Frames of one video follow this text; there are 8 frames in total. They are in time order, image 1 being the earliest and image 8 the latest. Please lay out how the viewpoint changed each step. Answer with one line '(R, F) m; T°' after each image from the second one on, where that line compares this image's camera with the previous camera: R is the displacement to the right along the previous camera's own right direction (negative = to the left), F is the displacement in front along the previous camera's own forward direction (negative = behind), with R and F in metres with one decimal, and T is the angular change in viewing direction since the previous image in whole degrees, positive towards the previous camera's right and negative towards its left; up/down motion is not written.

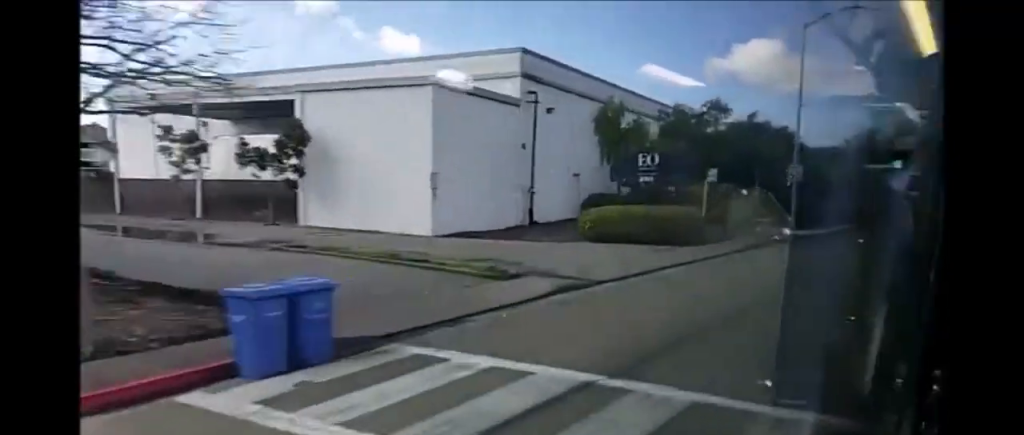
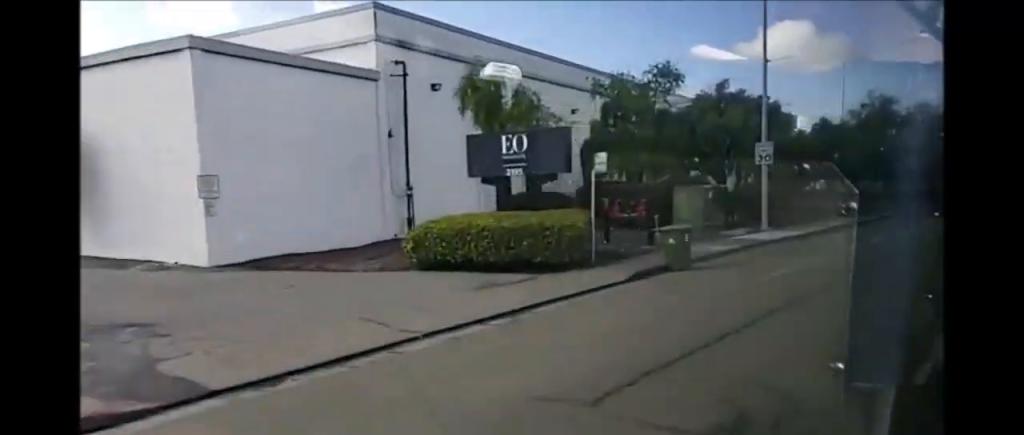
(+0.2, +10.0) m; +1°
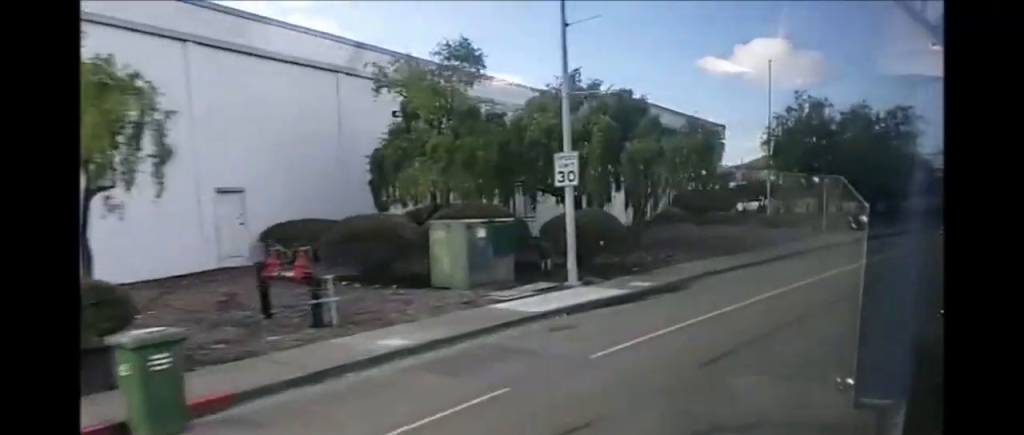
(0.0, +11.2) m; +1°
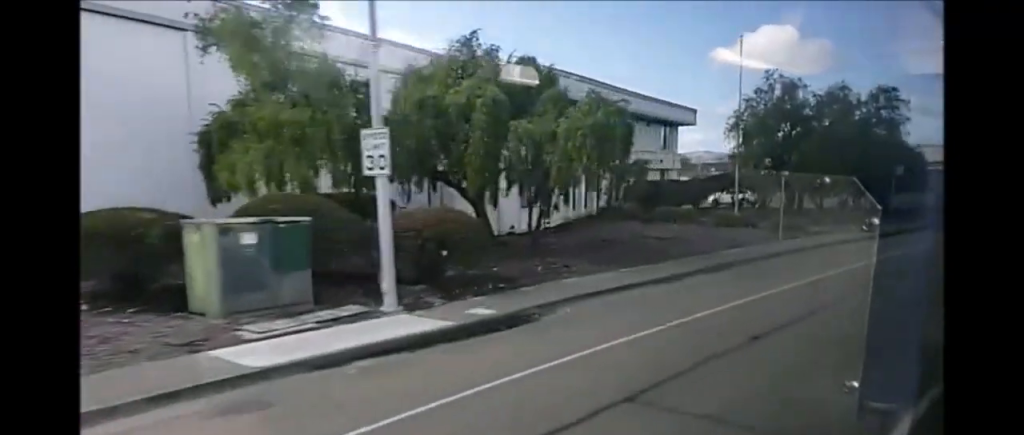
(-0.1, +5.6) m; +1°
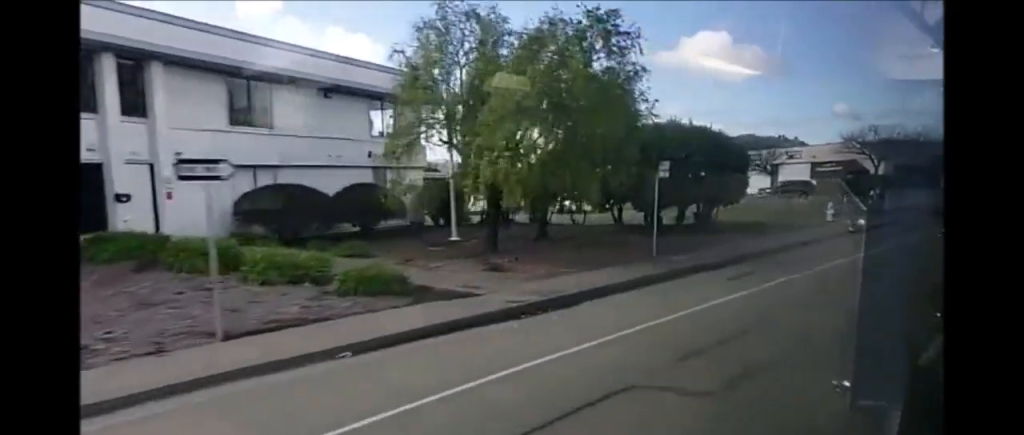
(+1.0, +19.2) m; +6°
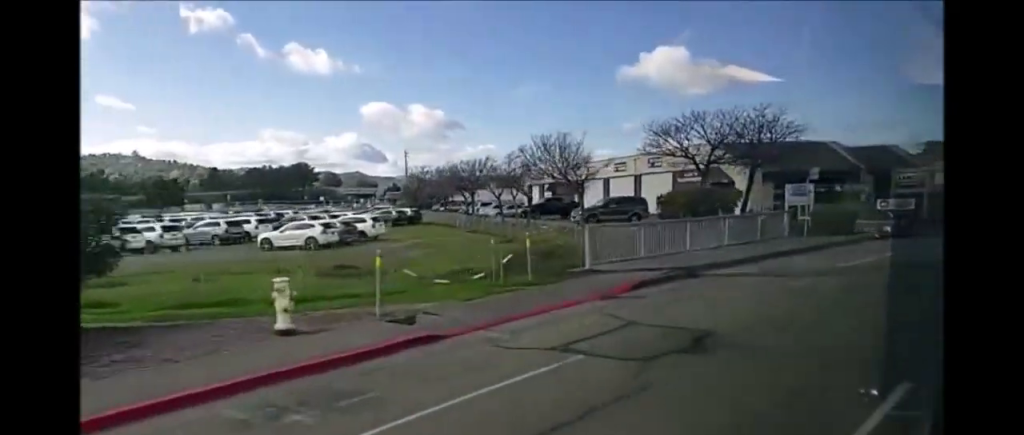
(+0.9, +26.4) m; +3°
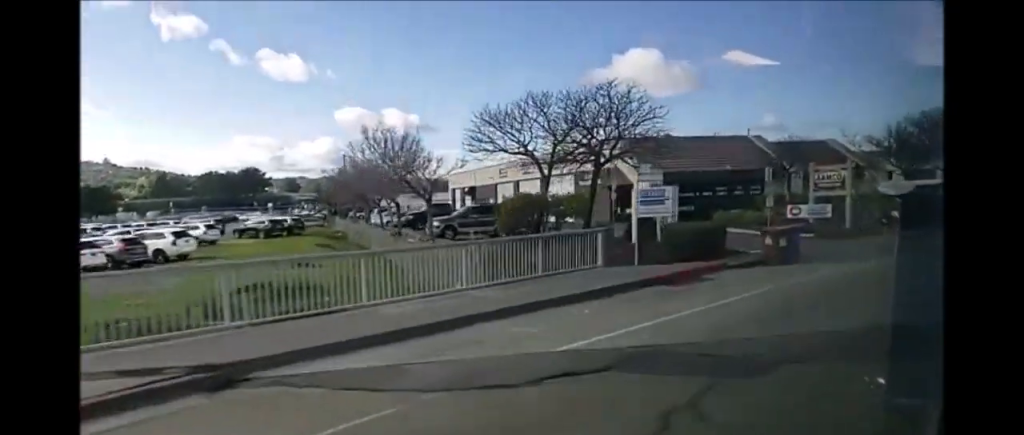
(0.0, +10.8) m; 0°
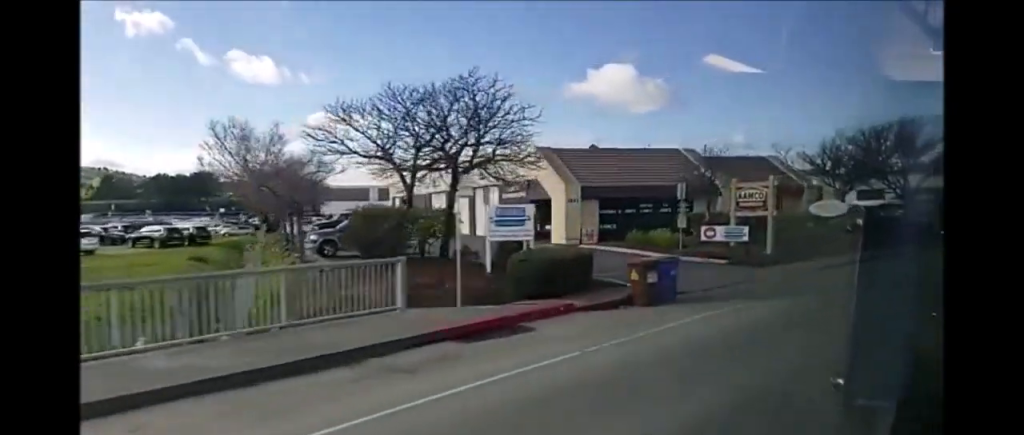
(0.0, +6.2) m; +1°
